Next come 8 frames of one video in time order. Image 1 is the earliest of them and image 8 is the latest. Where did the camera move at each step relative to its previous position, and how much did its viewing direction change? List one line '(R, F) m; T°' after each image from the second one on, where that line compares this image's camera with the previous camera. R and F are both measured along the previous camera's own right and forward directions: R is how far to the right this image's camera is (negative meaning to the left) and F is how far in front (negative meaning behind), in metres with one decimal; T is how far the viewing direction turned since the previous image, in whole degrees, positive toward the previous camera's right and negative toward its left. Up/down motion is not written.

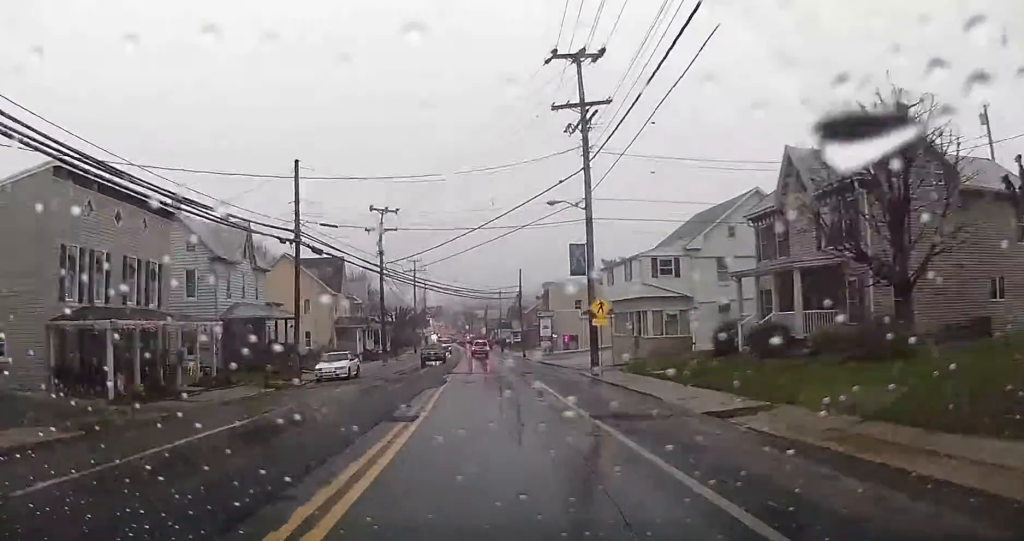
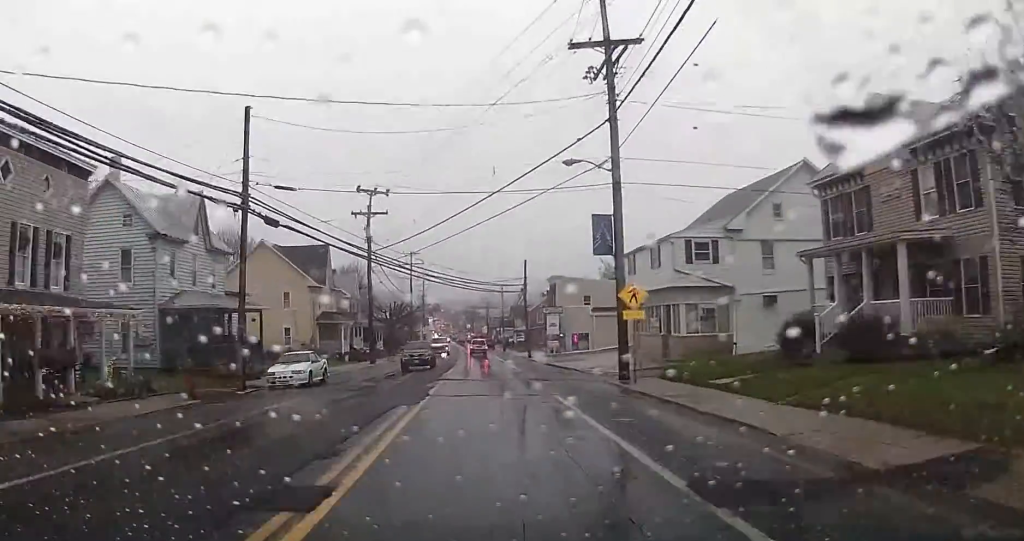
(0.0, +7.6) m; +1°
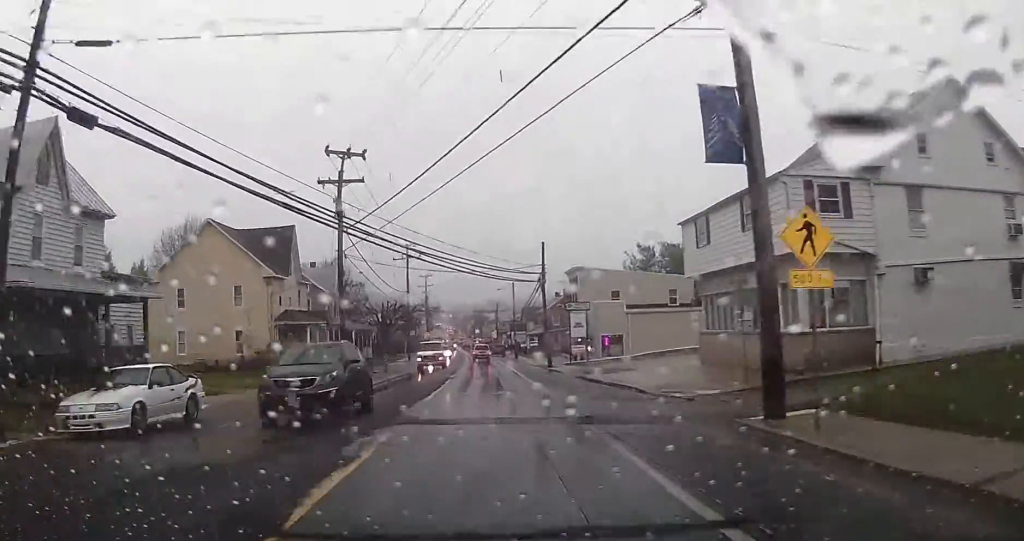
(+0.3, +13.1) m; +1°
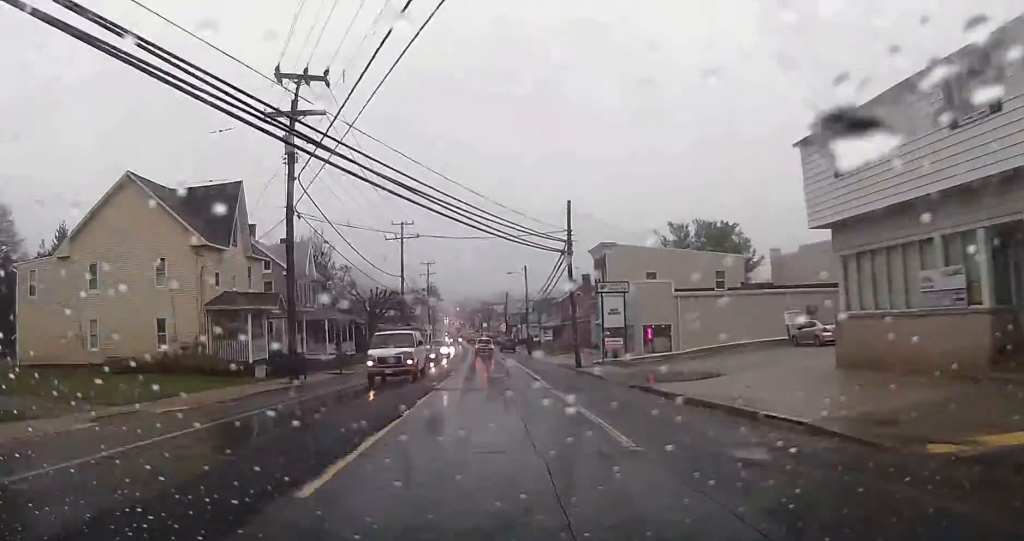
(0.0, +12.9) m; 0°
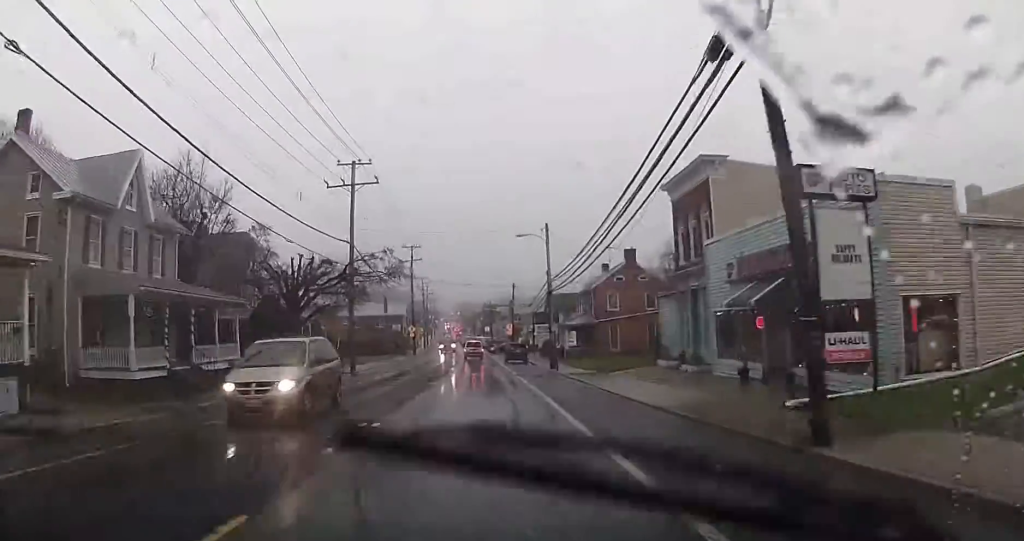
(-0.7, +28.0) m; -2°
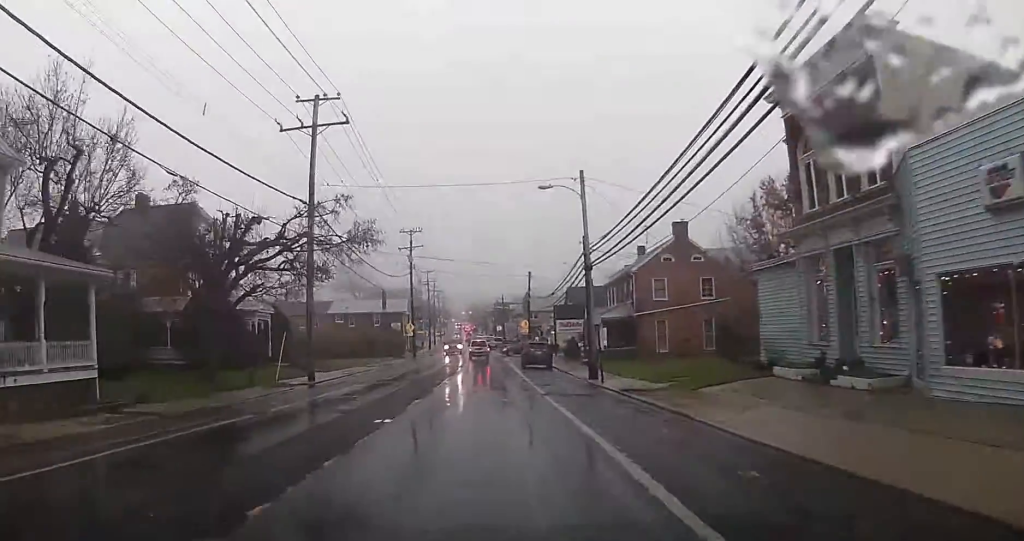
(+0.2, +14.0) m; 0°
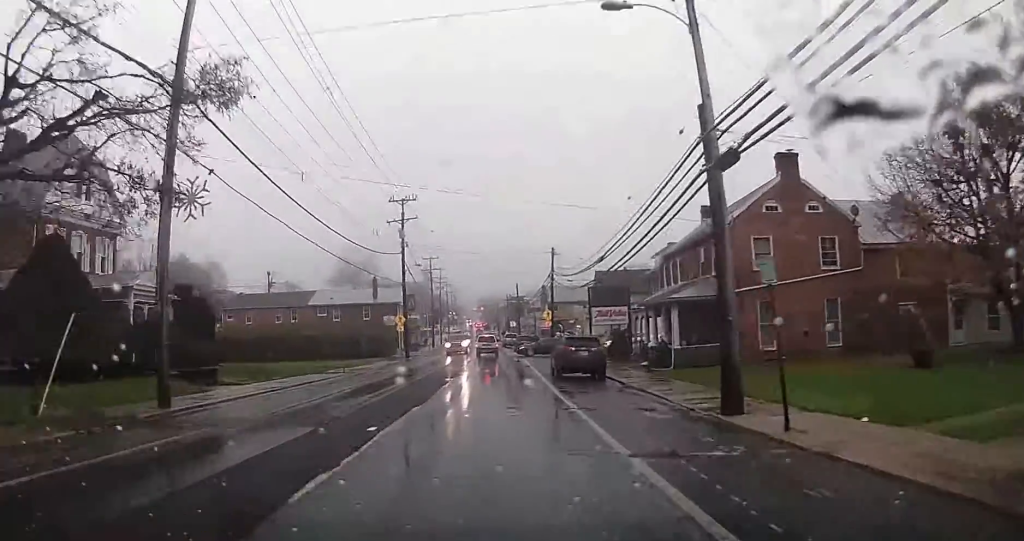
(-0.3, +17.3) m; -1°
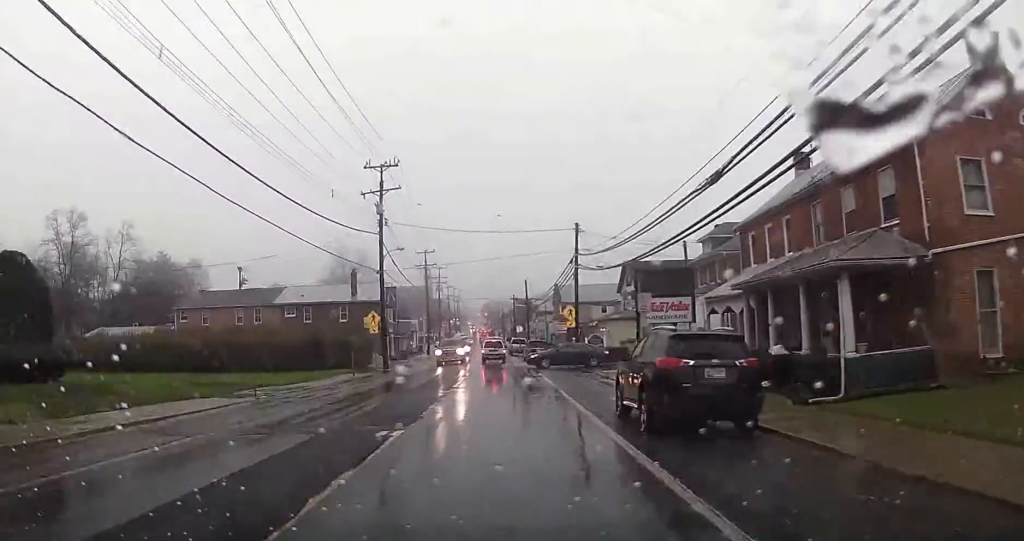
(-0.1, +14.9) m; -1°
